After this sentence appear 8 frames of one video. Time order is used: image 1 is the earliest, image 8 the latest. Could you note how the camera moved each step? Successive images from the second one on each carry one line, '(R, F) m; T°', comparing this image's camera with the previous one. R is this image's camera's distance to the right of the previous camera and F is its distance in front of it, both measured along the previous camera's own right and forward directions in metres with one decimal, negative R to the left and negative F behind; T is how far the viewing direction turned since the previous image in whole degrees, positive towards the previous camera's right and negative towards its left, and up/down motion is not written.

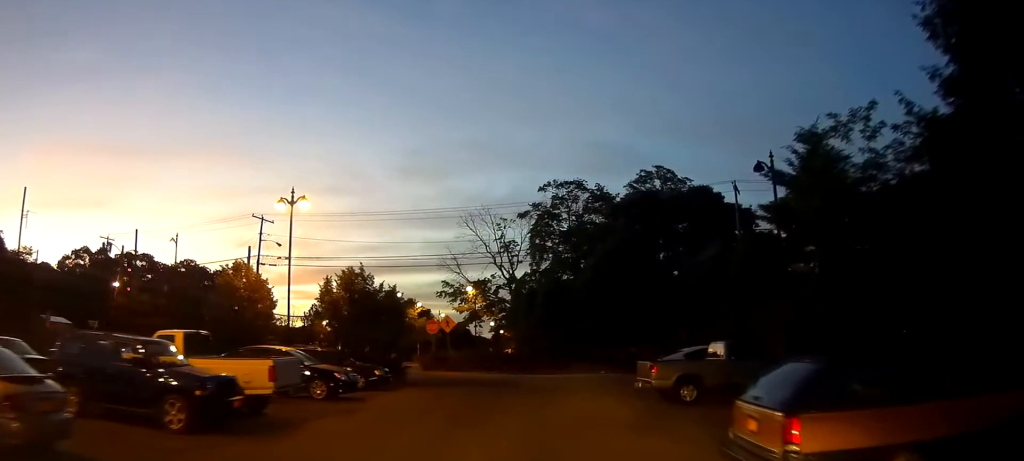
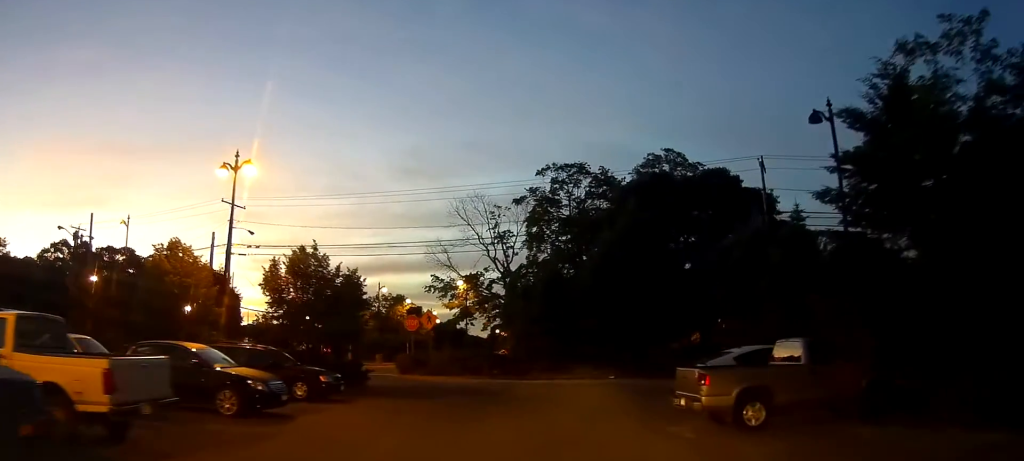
(0.0, +6.2) m; +2°
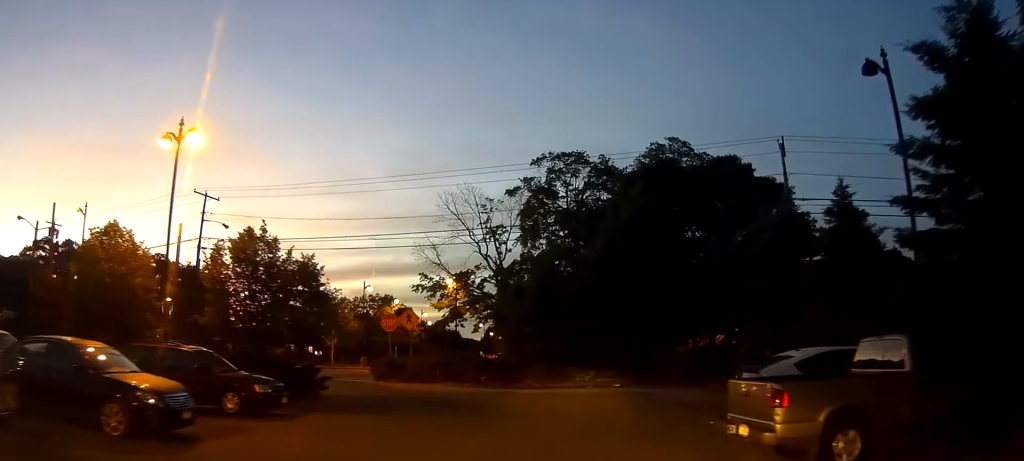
(+0.2, +4.2) m; +3°
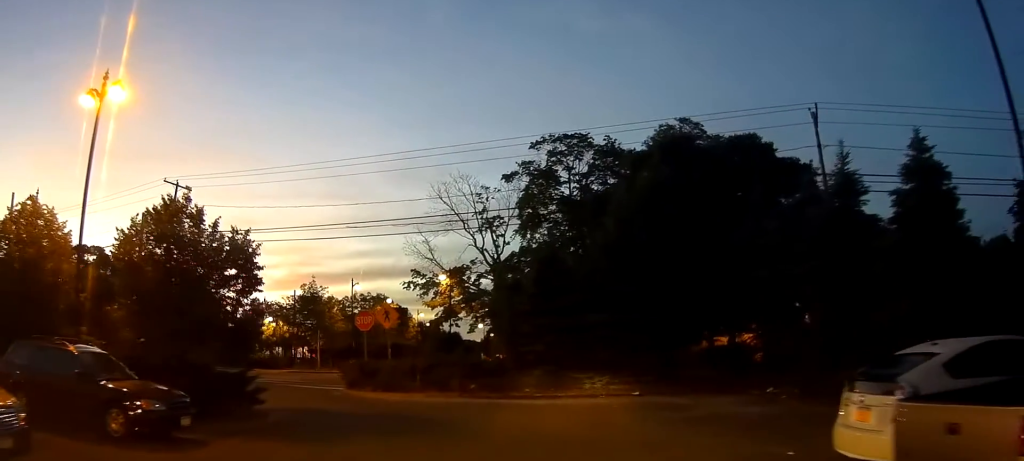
(0.0, +4.7) m; -4°
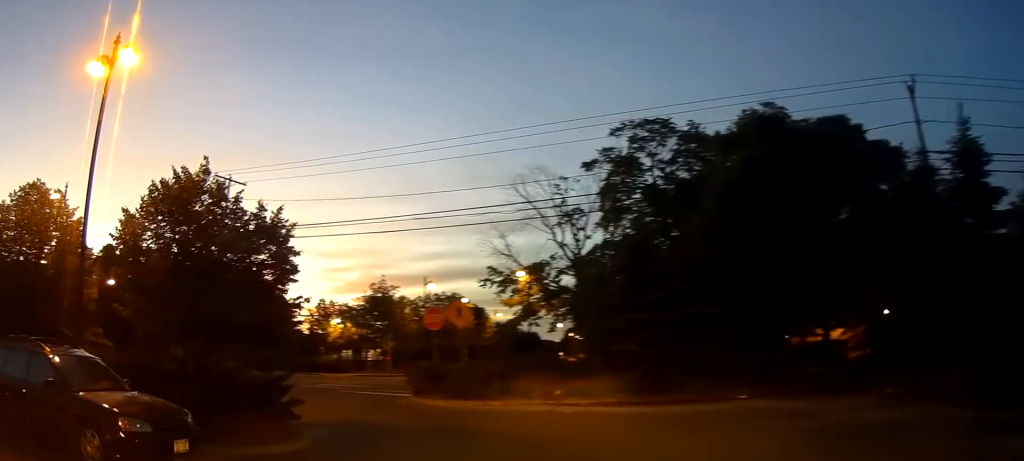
(-0.2, +2.9) m; -8°
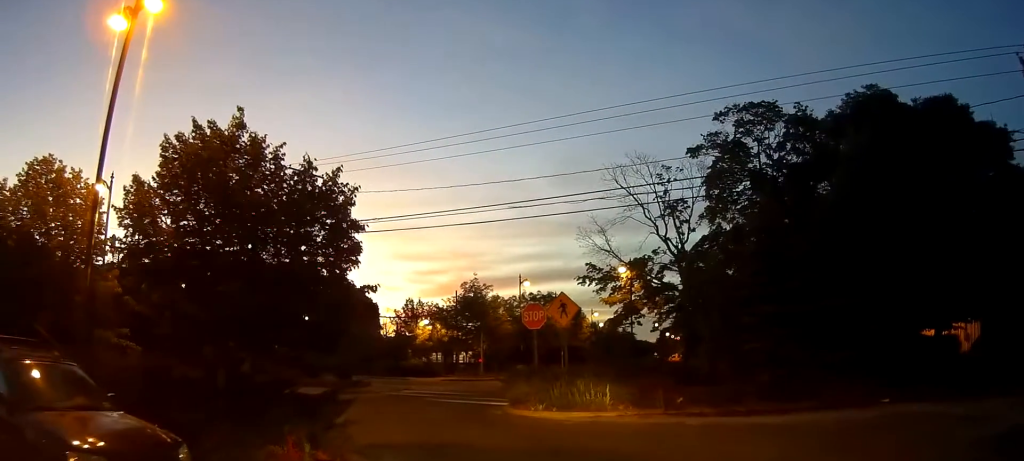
(-0.4, +3.0) m; -8°
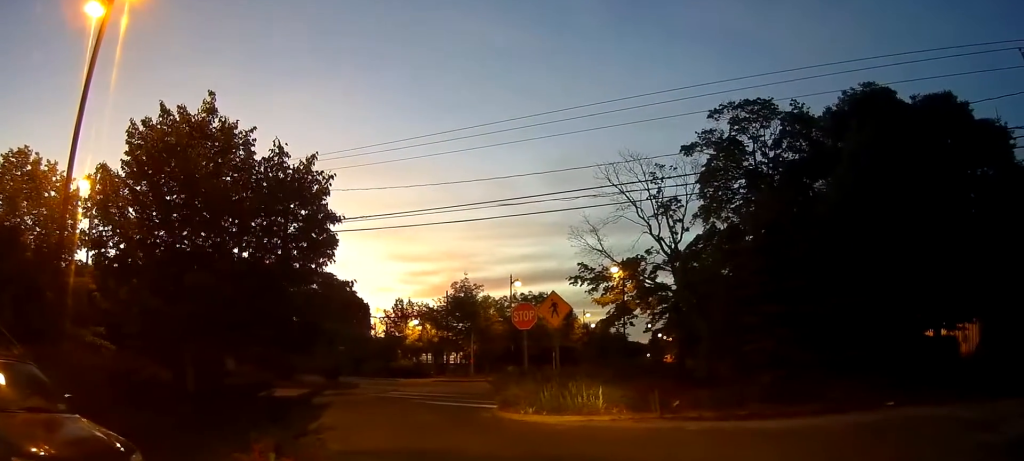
(-0.1, +1.0) m; 0°
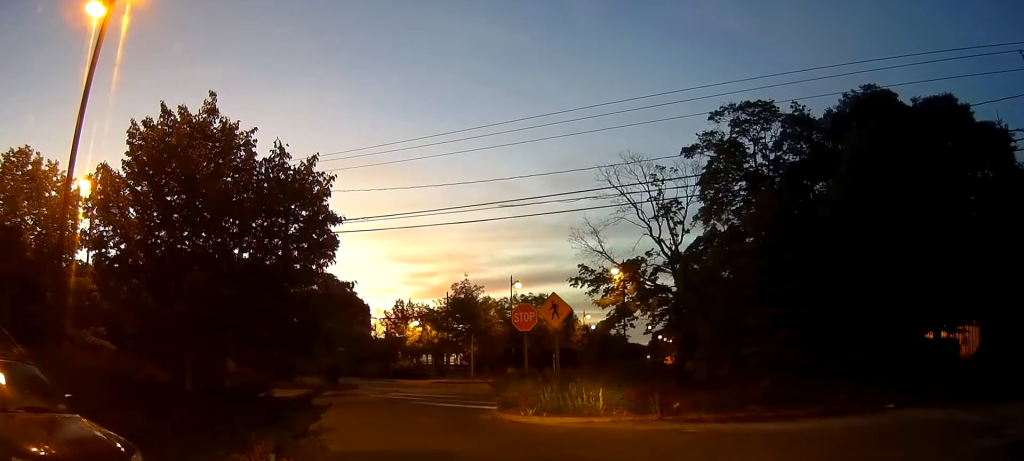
(0.0, +0.4) m; 0°
